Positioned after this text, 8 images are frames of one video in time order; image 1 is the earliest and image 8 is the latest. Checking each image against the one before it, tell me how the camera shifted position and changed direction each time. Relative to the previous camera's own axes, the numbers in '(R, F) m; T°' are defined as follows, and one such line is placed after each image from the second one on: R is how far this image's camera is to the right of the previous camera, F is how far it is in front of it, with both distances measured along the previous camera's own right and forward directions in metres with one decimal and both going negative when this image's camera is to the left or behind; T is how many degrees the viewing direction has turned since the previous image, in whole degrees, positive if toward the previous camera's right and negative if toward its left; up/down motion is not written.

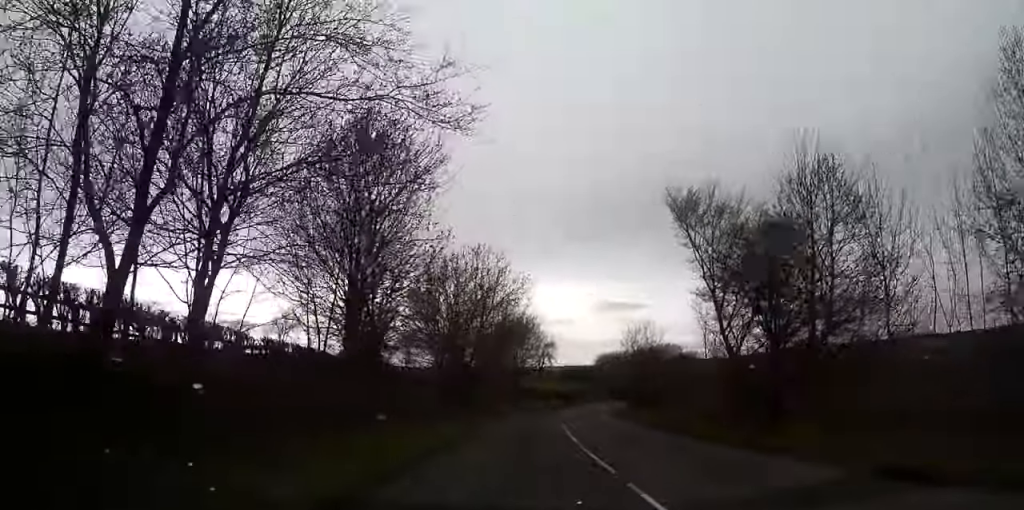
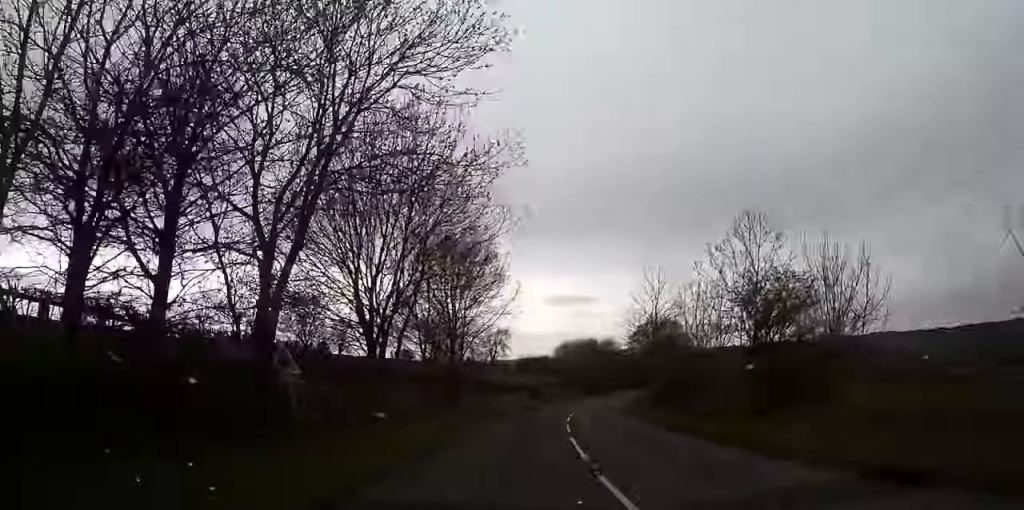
(+1.2, +34.2) m; +4°
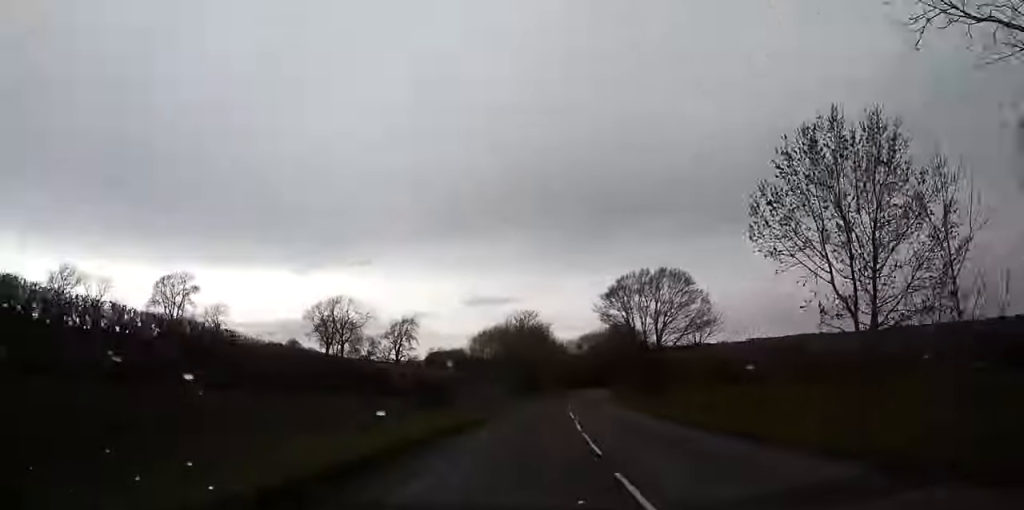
(+2.3, +44.6) m; +7°
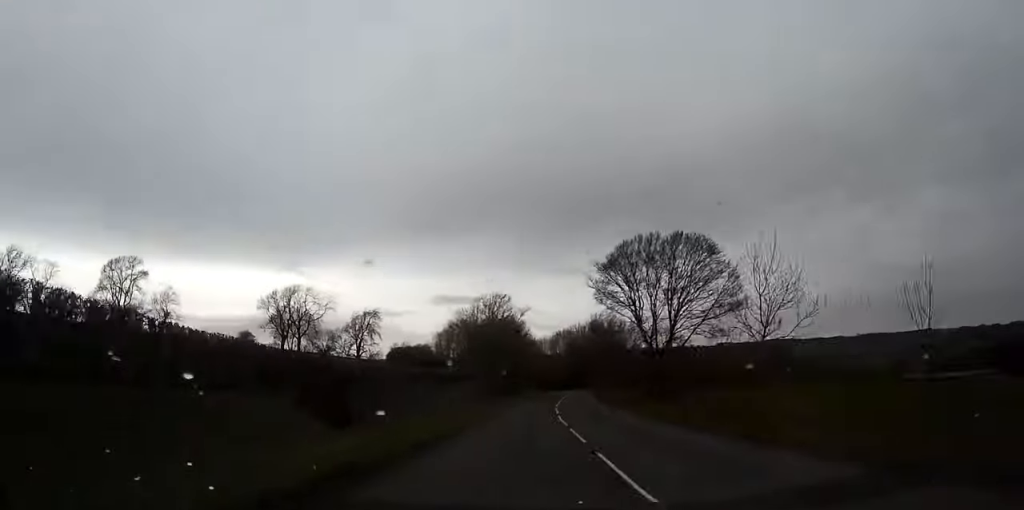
(+0.5, +15.0) m; +2°
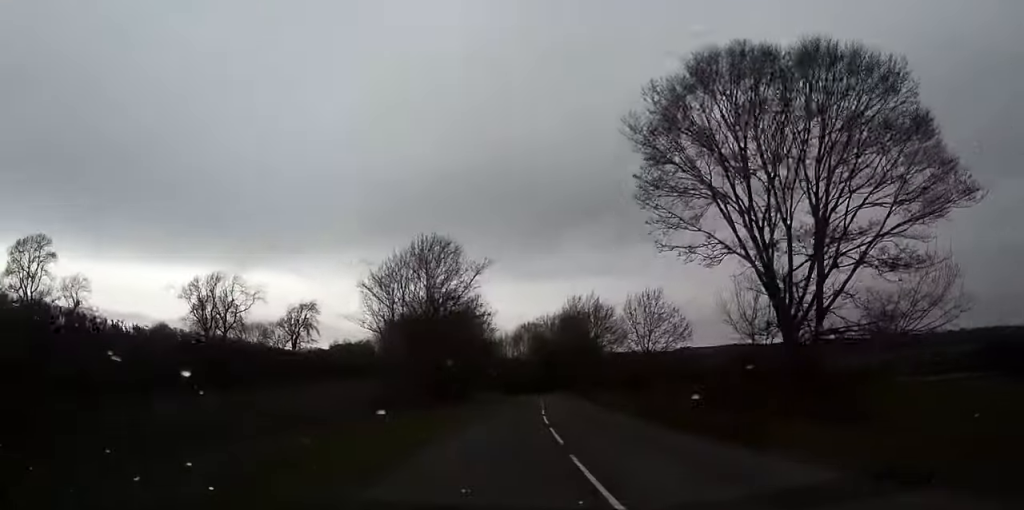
(+0.9, +27.3) m; +3°
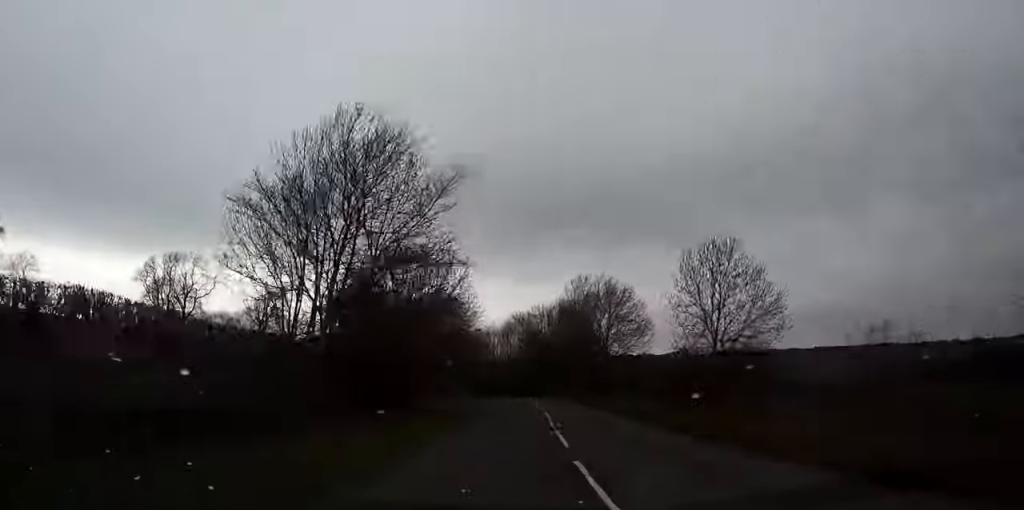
(+0.2, +18.9) m; +2°
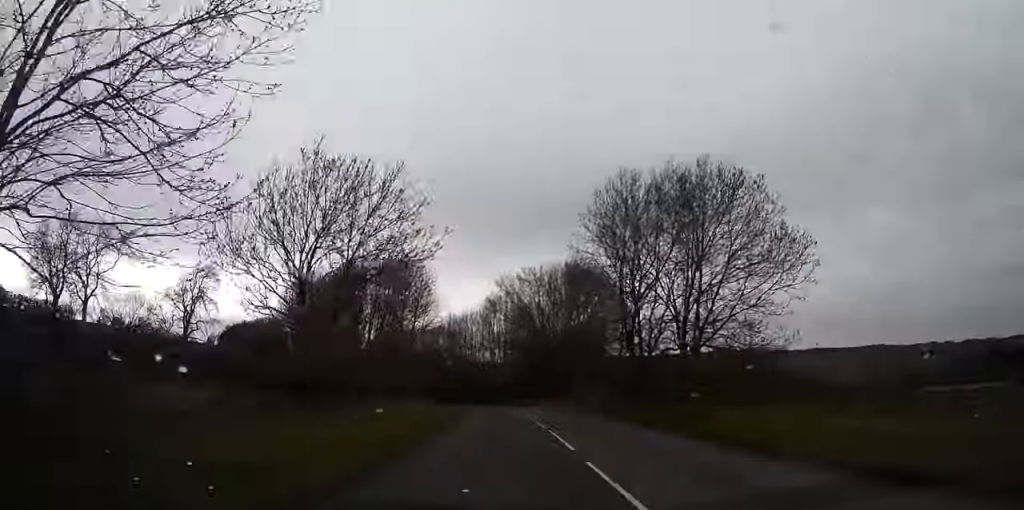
(+0.8, +36.5) m; +1°
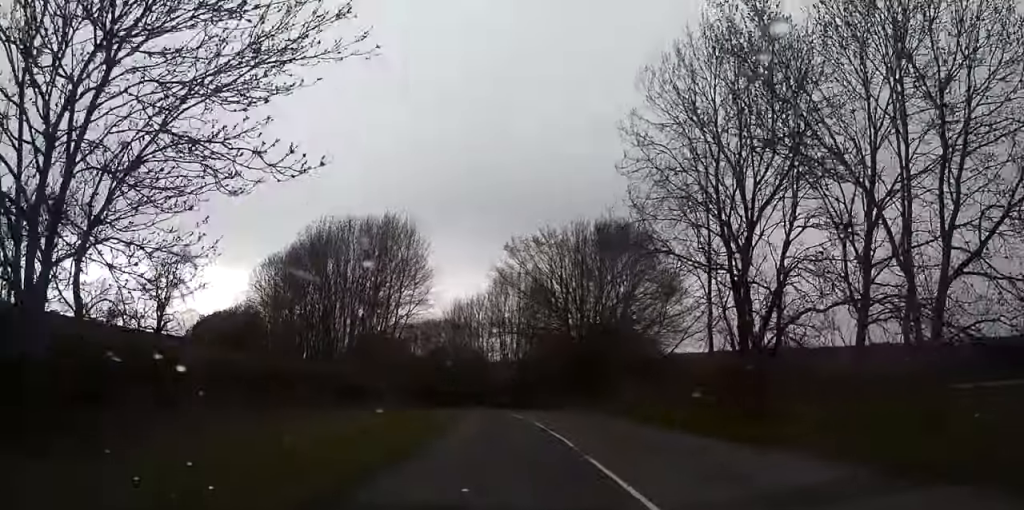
(+0.2, +16.8) m; -1°
